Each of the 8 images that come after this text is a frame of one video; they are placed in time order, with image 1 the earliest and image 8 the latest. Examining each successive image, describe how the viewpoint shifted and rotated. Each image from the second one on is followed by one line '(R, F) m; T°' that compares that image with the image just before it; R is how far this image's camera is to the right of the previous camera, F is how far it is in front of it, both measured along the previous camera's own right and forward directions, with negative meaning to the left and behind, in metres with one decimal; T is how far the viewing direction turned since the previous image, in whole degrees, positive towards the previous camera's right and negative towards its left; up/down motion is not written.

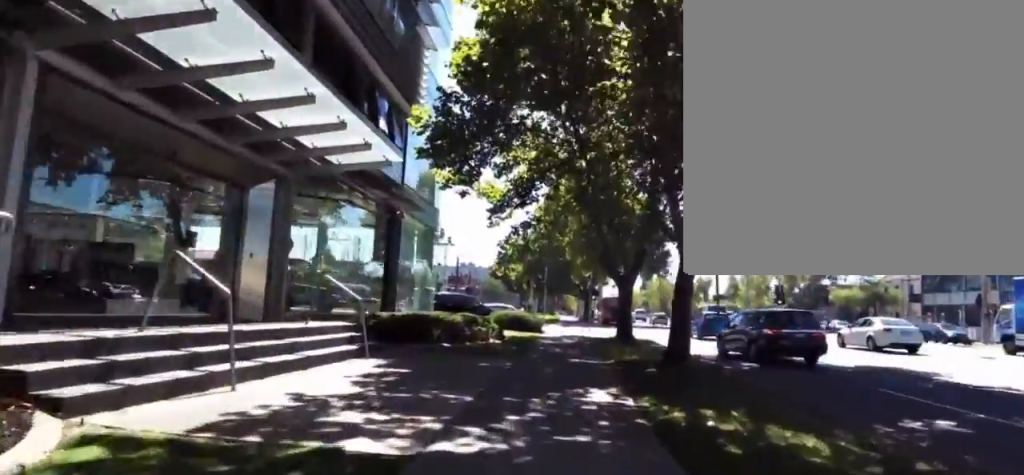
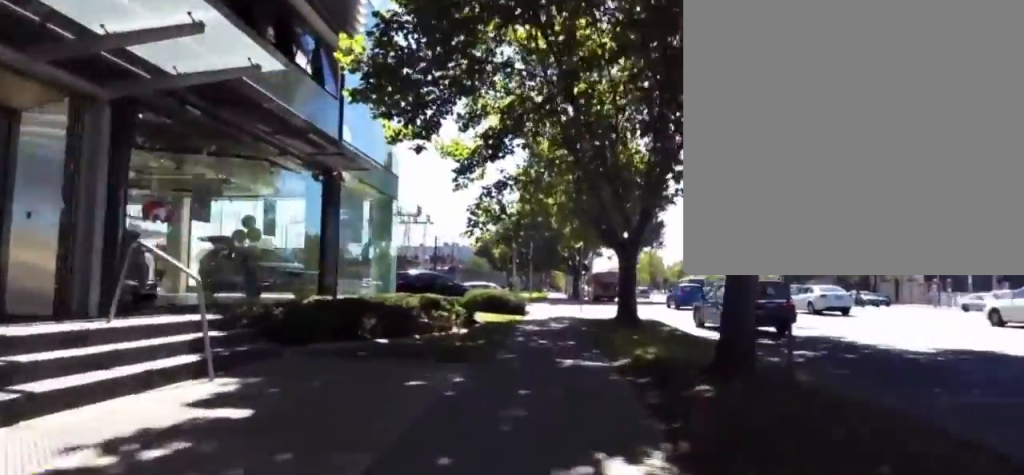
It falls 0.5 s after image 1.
(0.0, +4.2) m; +1°
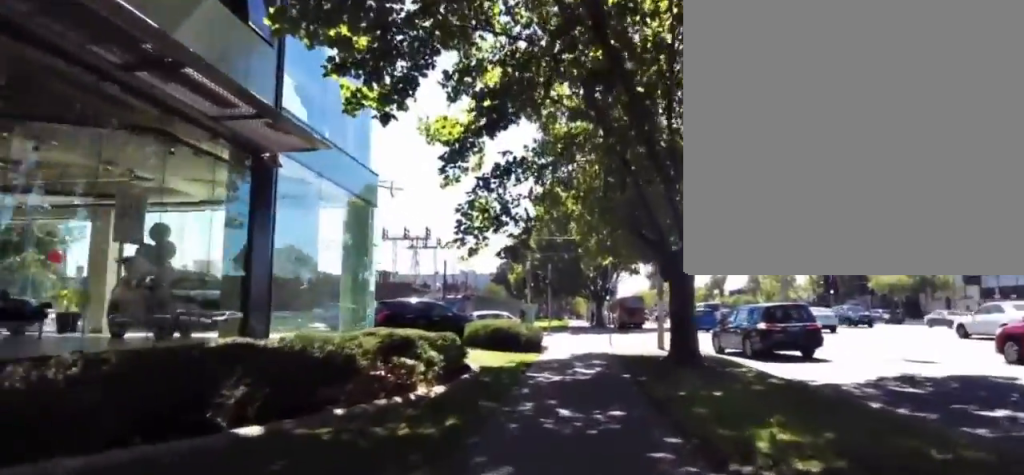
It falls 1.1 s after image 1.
(0.0, +4.8) m; +2°
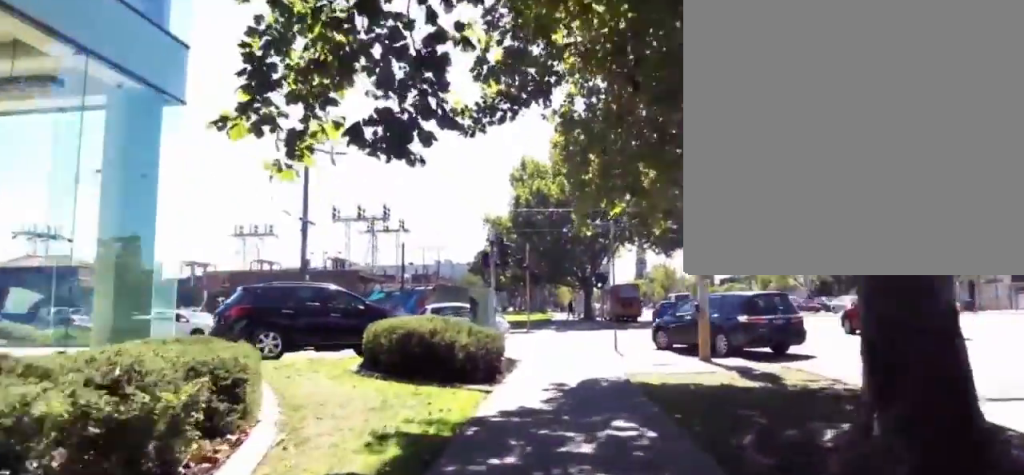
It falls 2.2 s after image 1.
(+0.4, +8.3) m; +3°
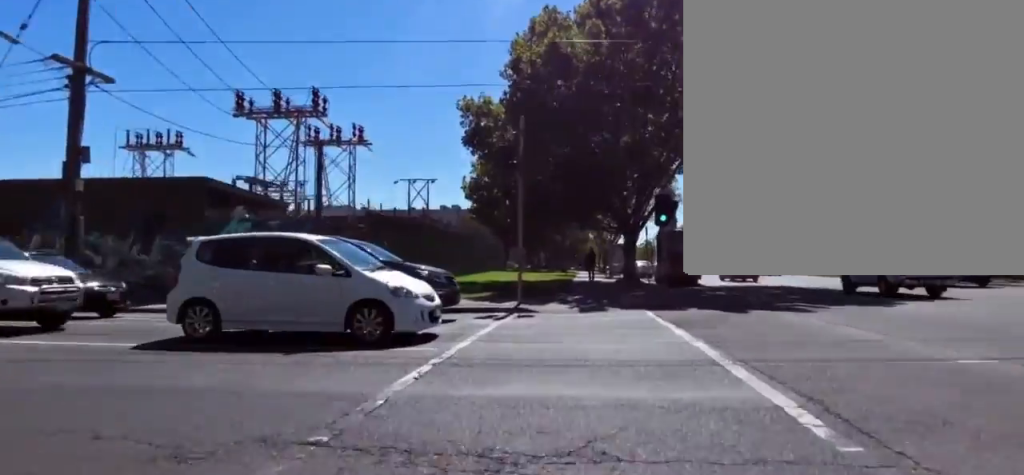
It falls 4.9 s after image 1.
(+0.1, +17.9) m; +12°
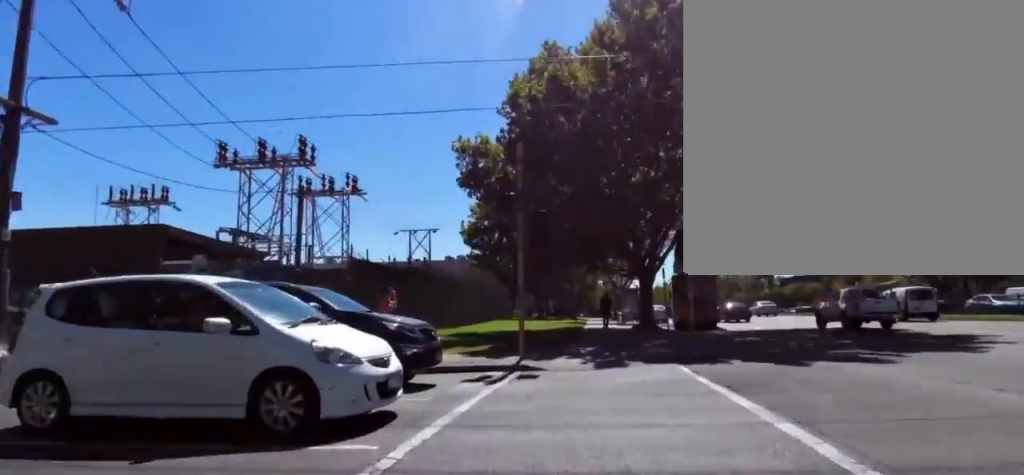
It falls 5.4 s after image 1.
(+0.1, +2.7) m; +4°
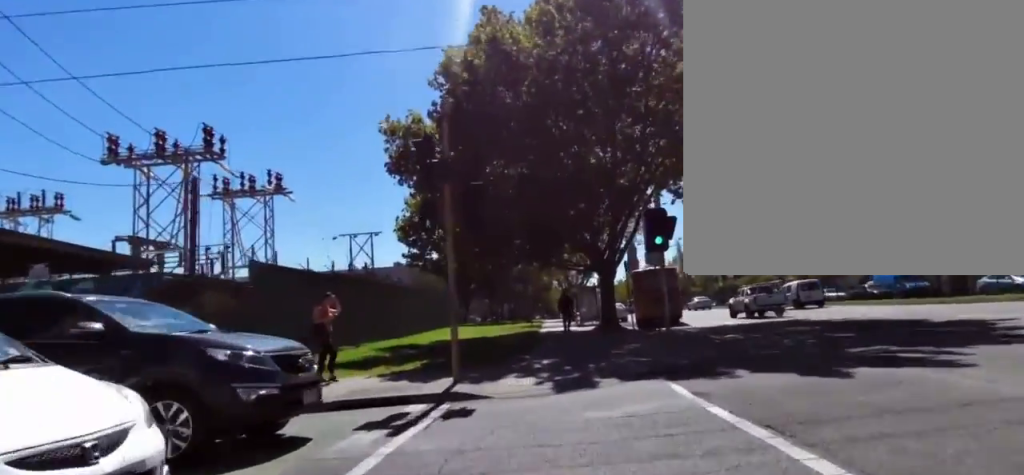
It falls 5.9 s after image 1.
(+0.4, +3.2) m; -5°
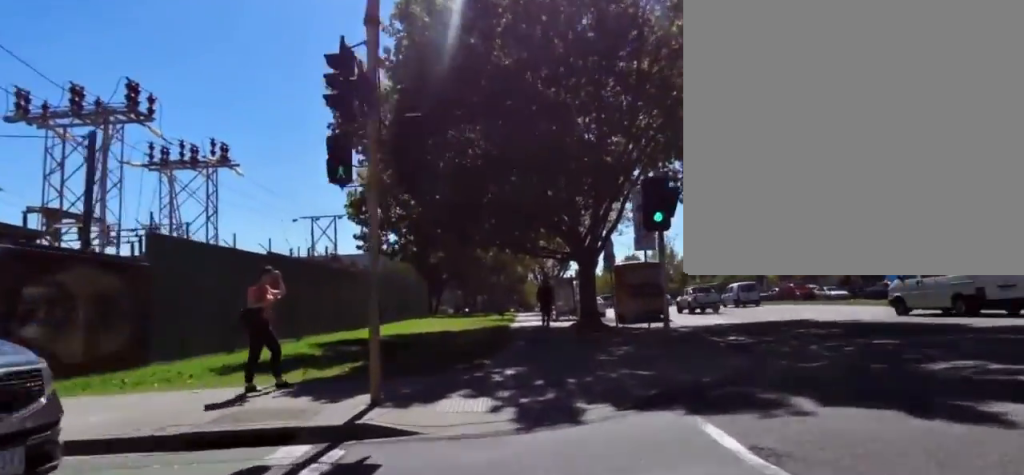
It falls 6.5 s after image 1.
(0.0, +3.0) m; -6°
